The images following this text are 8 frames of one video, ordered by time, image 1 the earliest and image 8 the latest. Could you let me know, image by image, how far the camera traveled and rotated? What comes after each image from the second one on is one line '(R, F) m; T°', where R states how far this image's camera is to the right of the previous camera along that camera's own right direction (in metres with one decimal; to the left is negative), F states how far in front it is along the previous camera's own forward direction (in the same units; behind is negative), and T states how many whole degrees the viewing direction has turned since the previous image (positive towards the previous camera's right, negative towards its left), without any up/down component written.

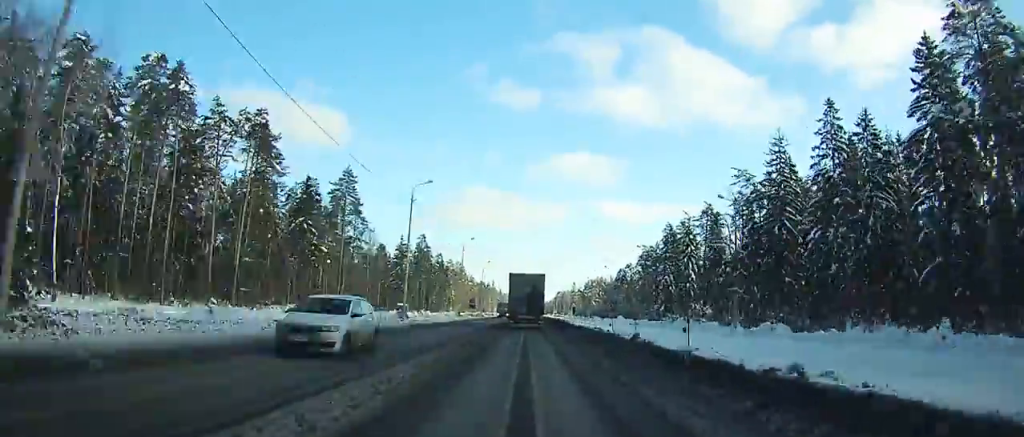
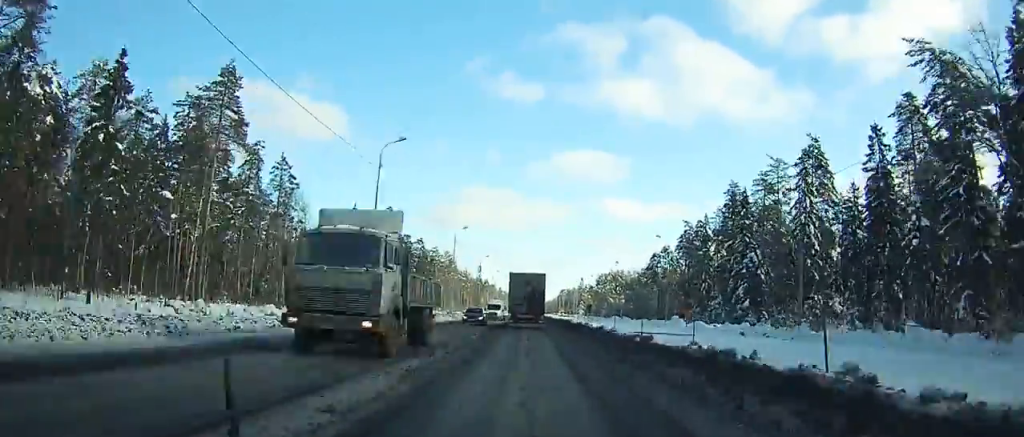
(+0.1, +49.2) m; 0°
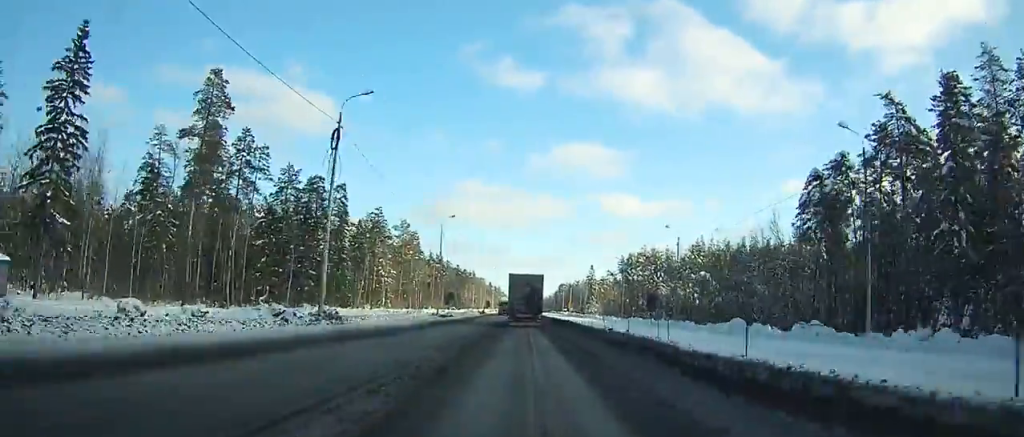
(0.0, +83.4) m; 0°
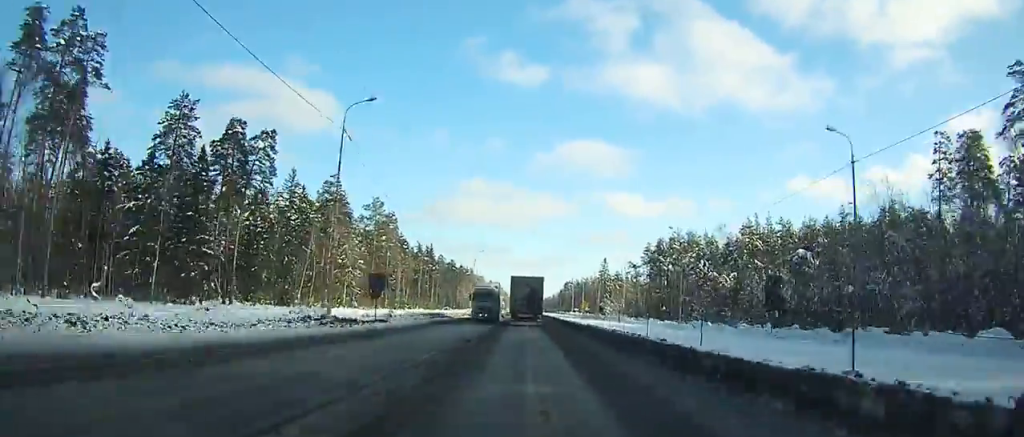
(+0.1, +36.3) m; 0°
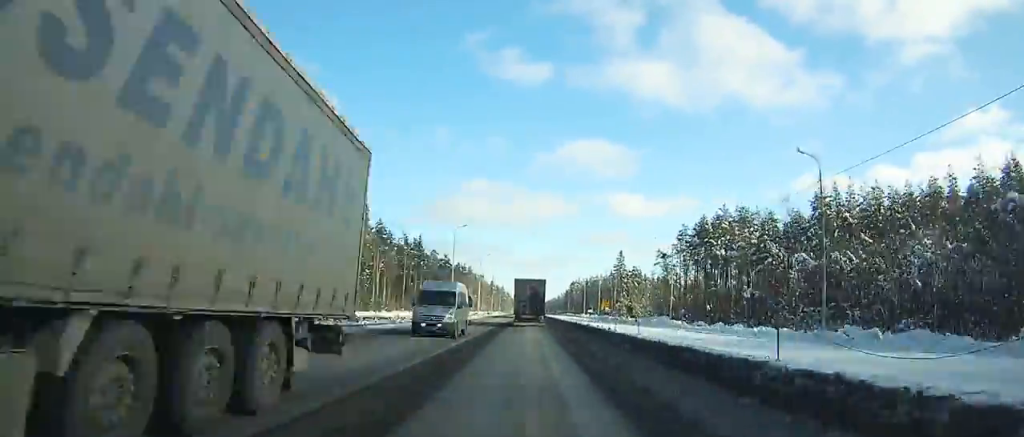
(-0.2, +32.9) m; 0°
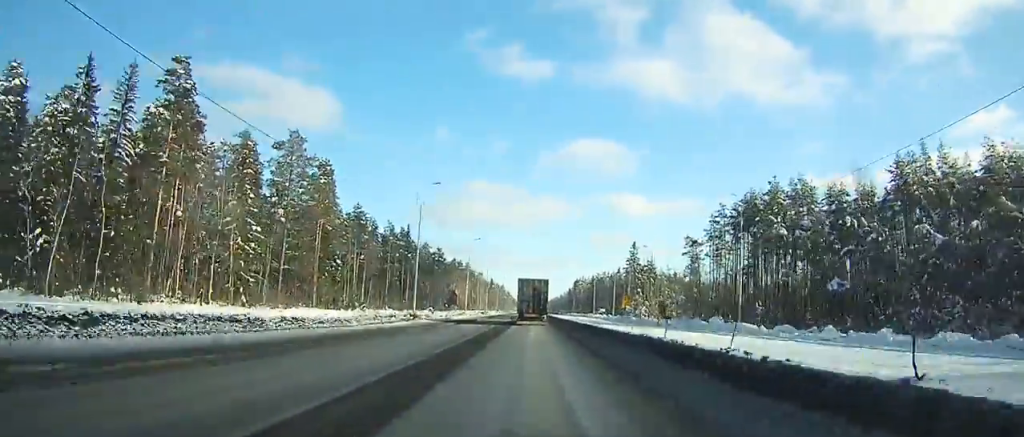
(0.0, +23.8) m; 0°
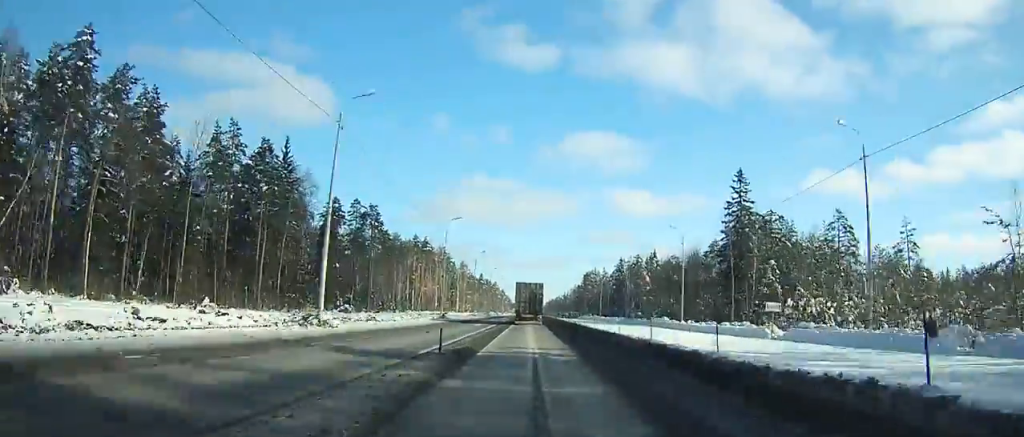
(+0.6, +96.0) m; 0°
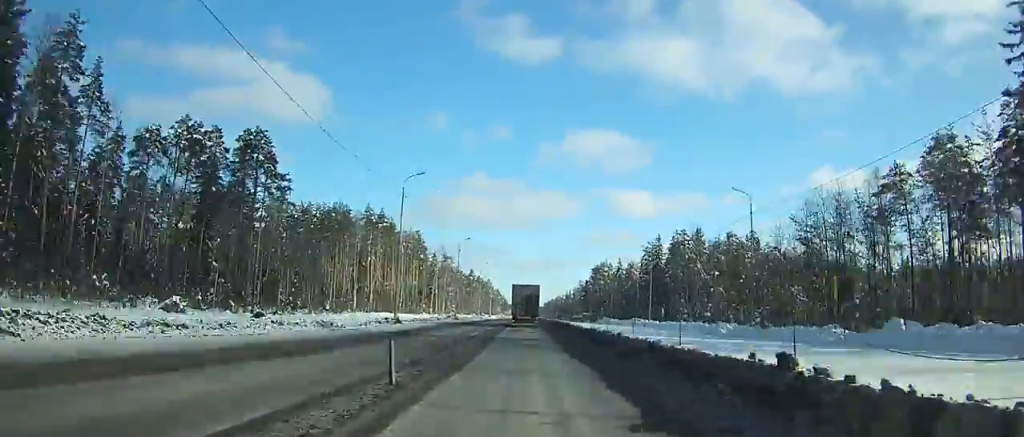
(-0.1, +57.6) m; 0°
